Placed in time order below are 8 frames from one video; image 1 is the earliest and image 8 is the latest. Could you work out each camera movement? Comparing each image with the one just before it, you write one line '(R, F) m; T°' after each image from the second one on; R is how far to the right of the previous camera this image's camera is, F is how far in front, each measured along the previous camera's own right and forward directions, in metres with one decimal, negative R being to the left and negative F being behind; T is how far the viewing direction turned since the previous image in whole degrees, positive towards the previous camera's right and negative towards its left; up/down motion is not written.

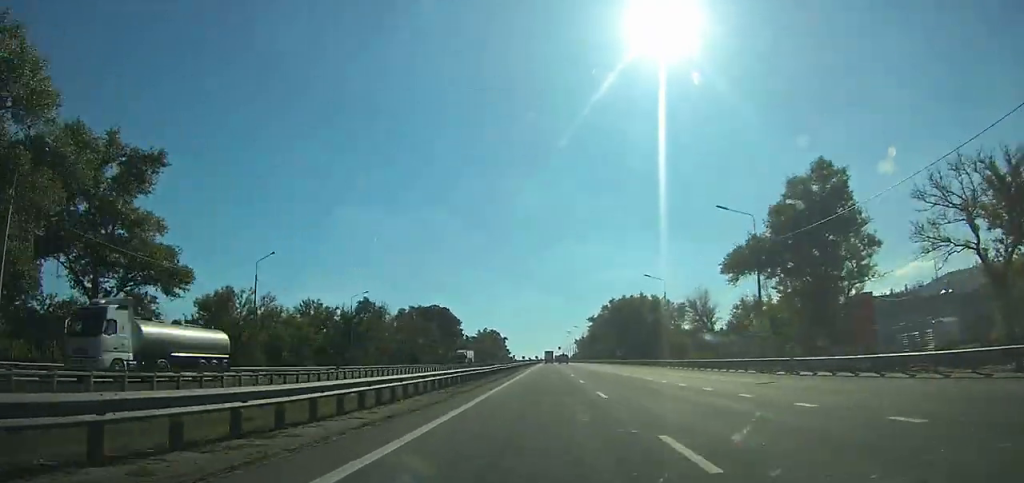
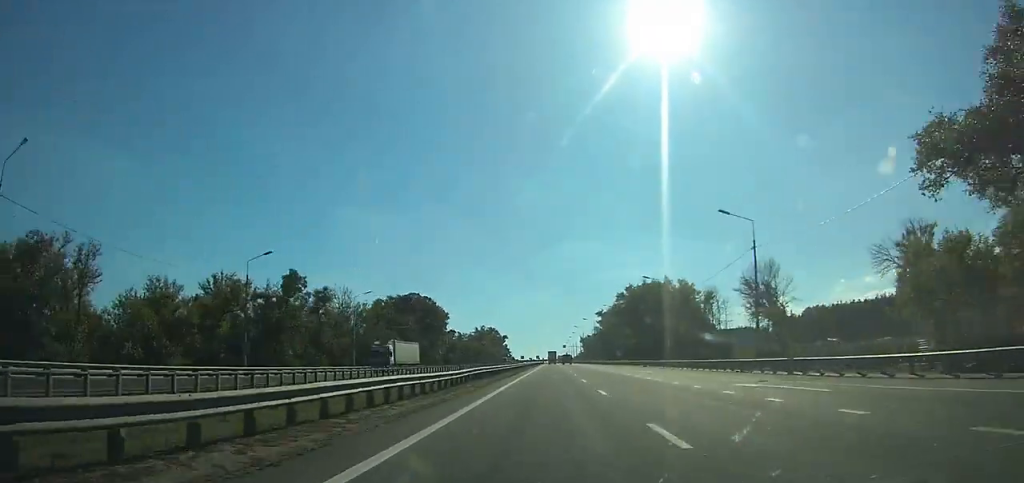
(-0.1, +35.0) m; 0°
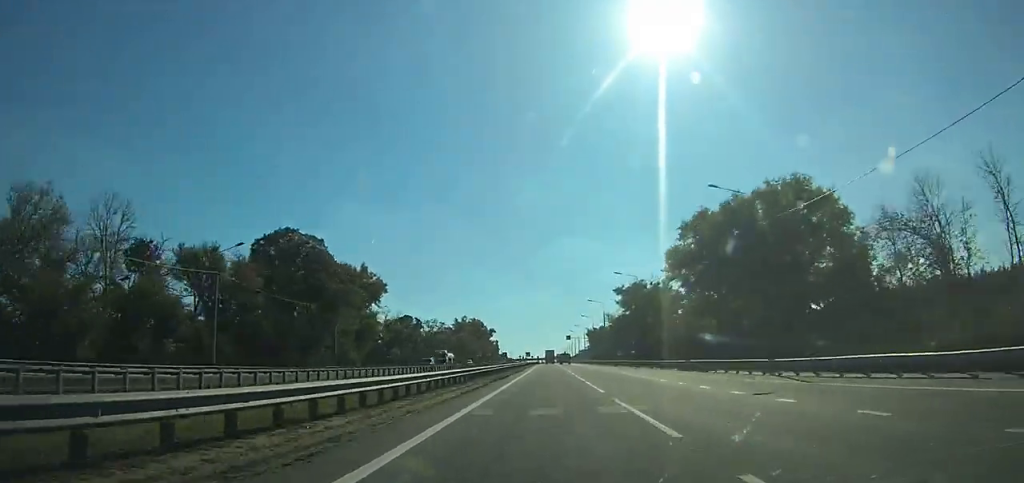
(-0.2, +79.3) m; 0°
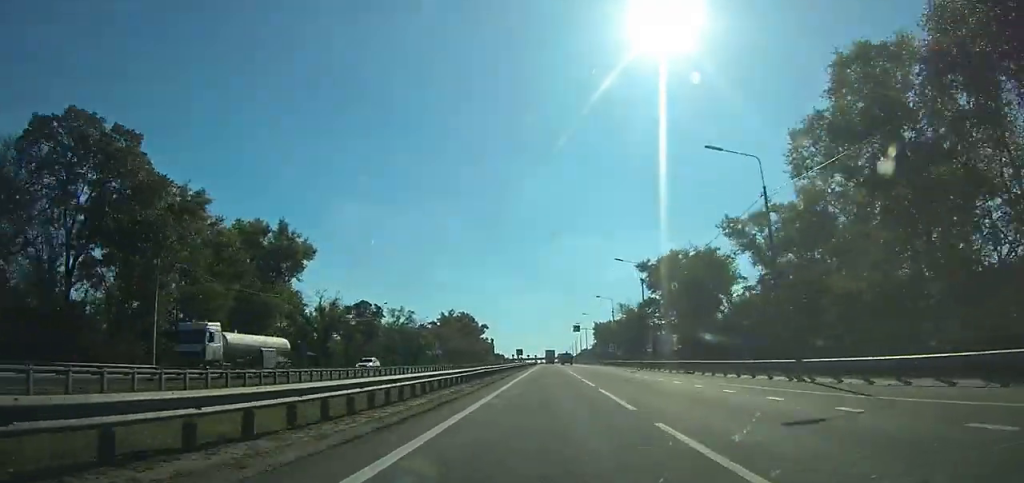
(0.0, +43.1) m; 0°
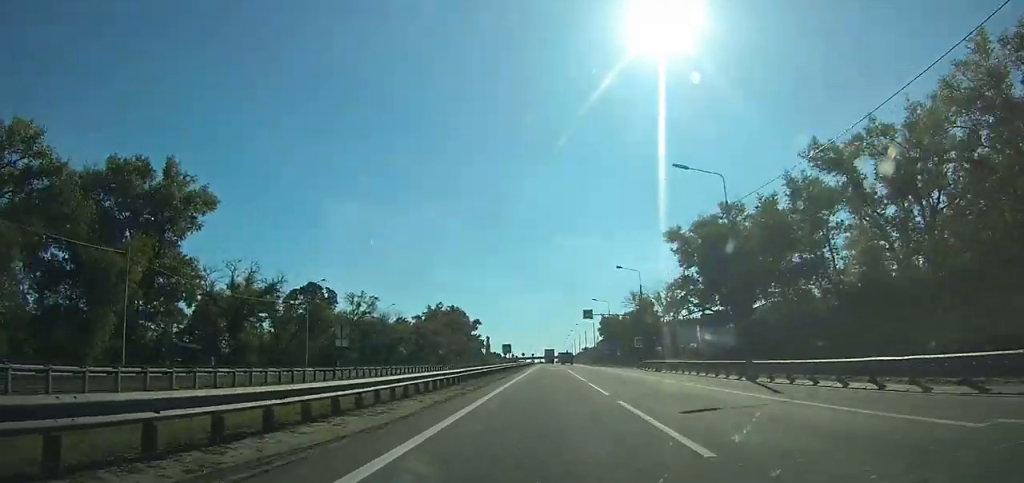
(0.0, +30.4) m; 0°
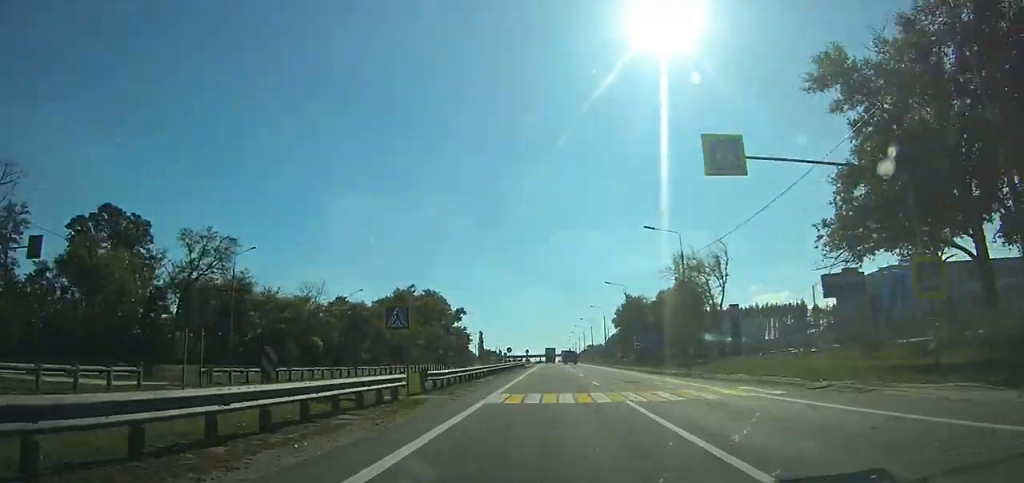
(0.0, +54.3) m; 0°
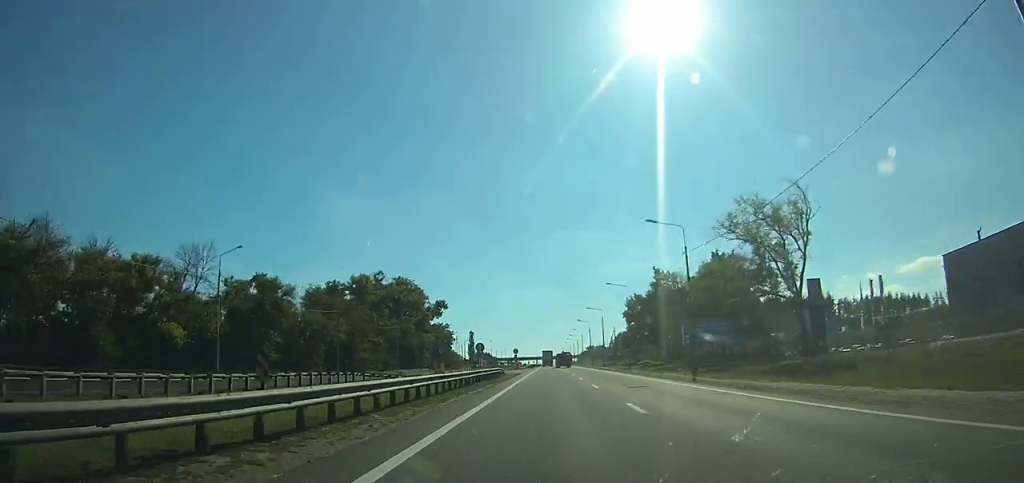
(0.0, +36.7) m; 0°
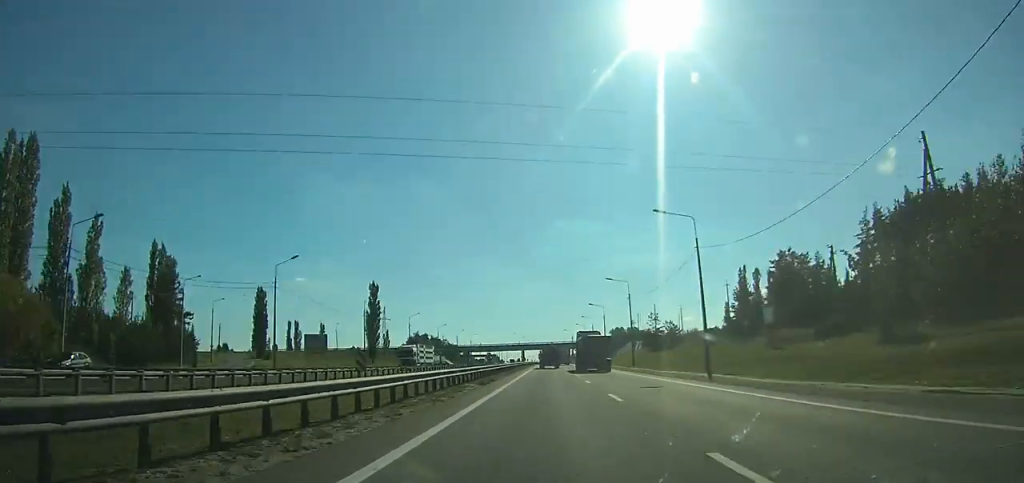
(+0.6, +214.5) m; 0°
